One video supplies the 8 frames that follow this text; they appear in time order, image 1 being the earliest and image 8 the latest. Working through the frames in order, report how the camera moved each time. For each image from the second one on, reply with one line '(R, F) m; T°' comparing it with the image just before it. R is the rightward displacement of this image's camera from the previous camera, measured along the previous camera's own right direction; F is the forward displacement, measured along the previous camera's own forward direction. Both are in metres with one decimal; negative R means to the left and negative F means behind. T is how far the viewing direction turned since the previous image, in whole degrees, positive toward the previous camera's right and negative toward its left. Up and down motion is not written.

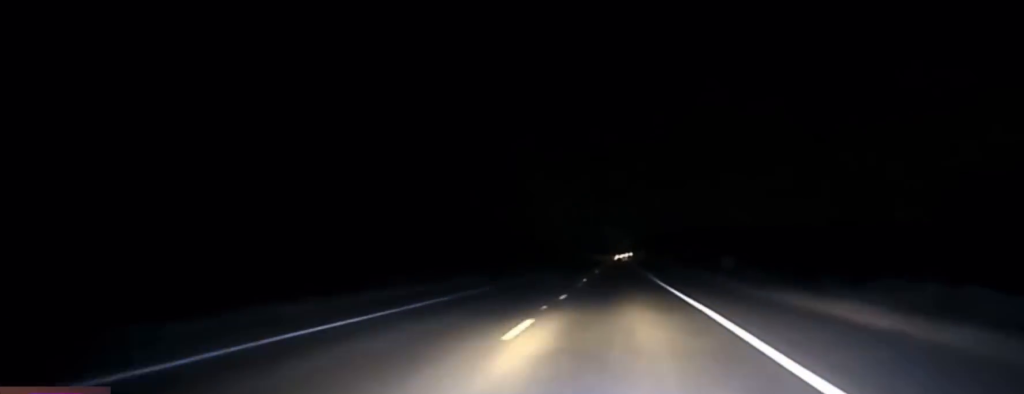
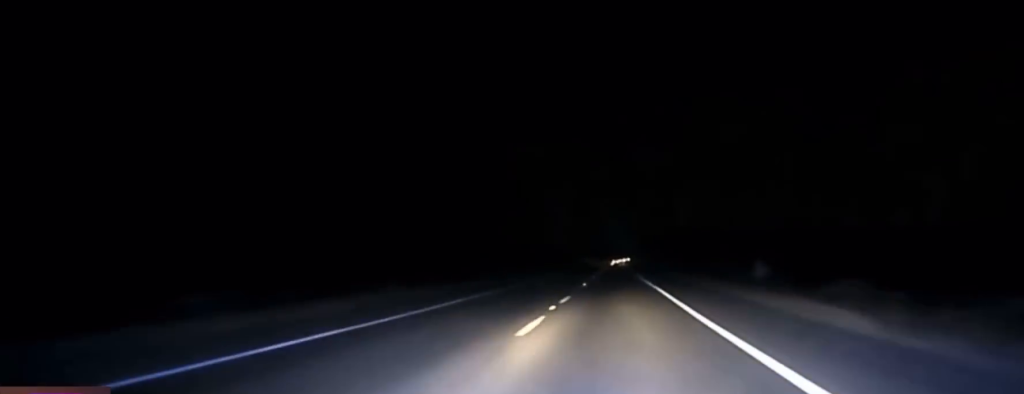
(+0.1, +25.0) m; 0°
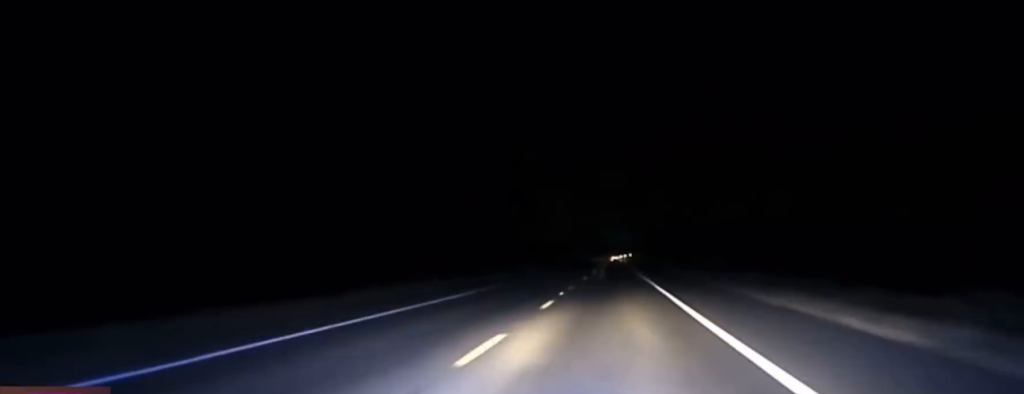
(-0.2, +77.5) m; 0°
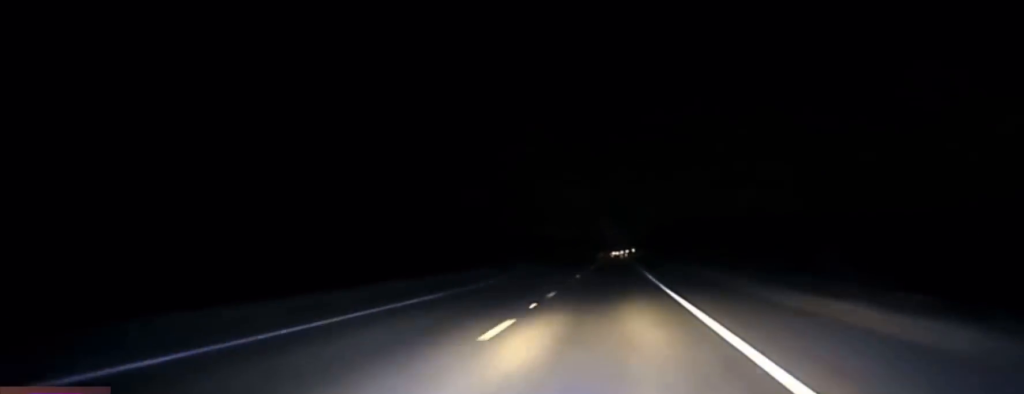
(+0.1, +56.4) m; 0°
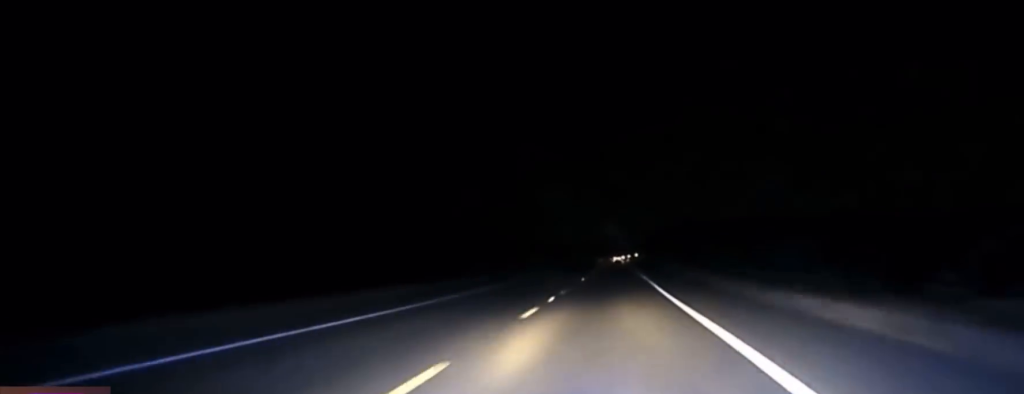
(0.0, +39.7) m; 0°
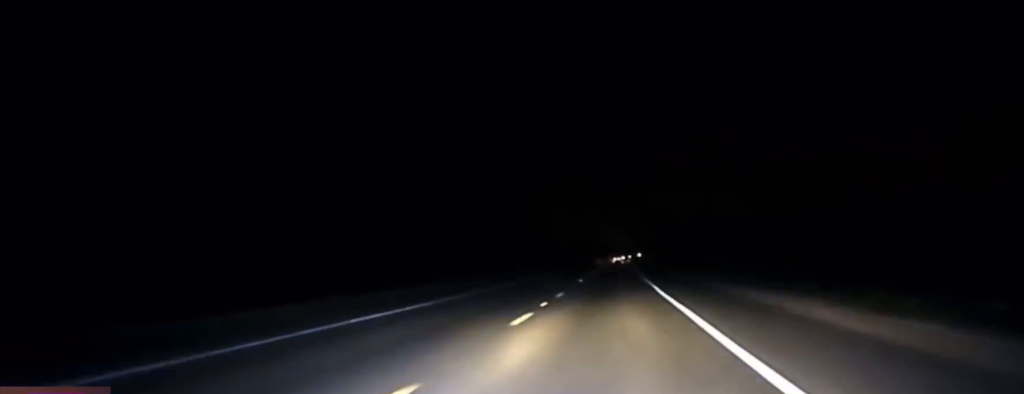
(0.0, +49.3) m; 0°
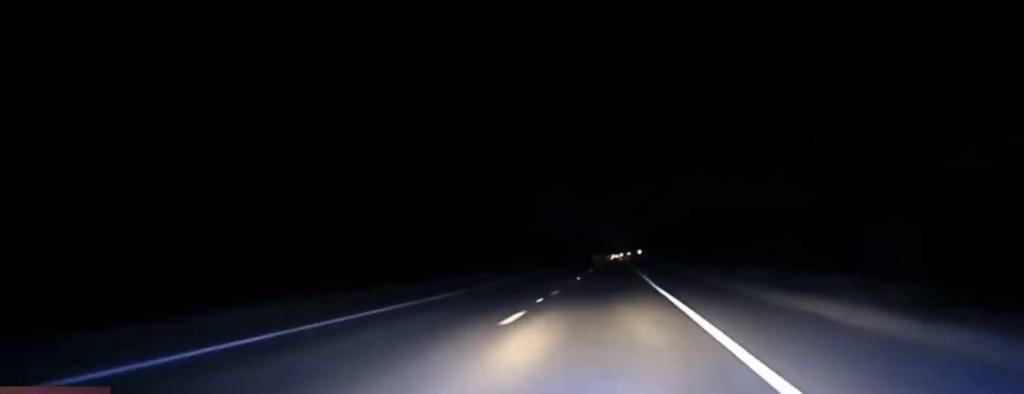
(-0.2, +26.1) m; 0°
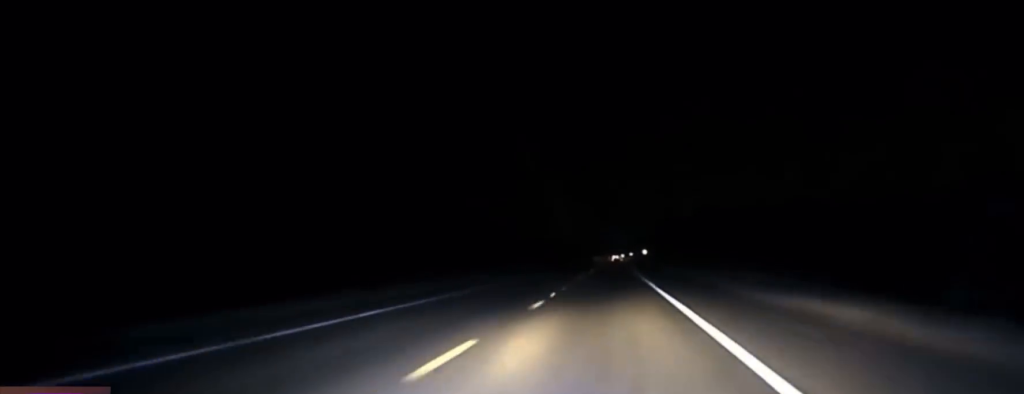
(-0.1, +45.3) m; 0°
